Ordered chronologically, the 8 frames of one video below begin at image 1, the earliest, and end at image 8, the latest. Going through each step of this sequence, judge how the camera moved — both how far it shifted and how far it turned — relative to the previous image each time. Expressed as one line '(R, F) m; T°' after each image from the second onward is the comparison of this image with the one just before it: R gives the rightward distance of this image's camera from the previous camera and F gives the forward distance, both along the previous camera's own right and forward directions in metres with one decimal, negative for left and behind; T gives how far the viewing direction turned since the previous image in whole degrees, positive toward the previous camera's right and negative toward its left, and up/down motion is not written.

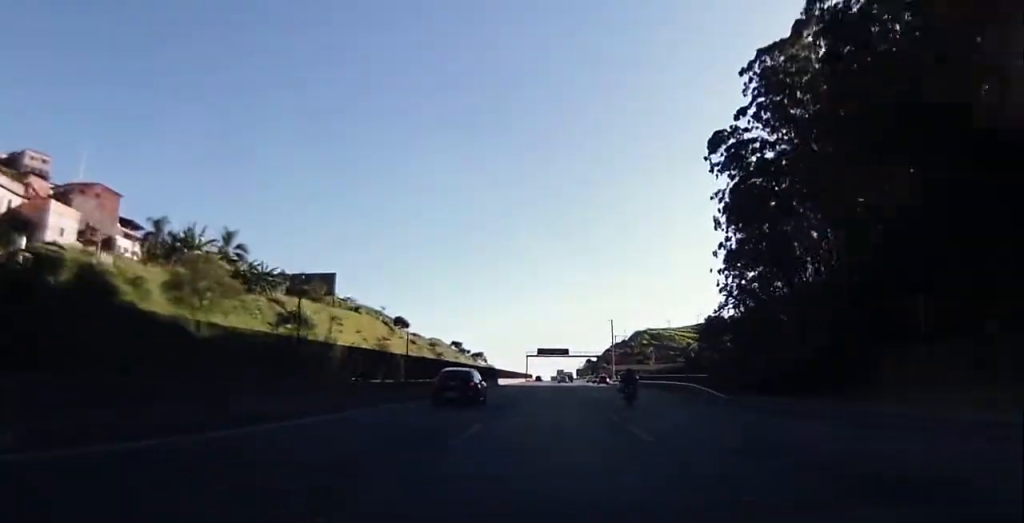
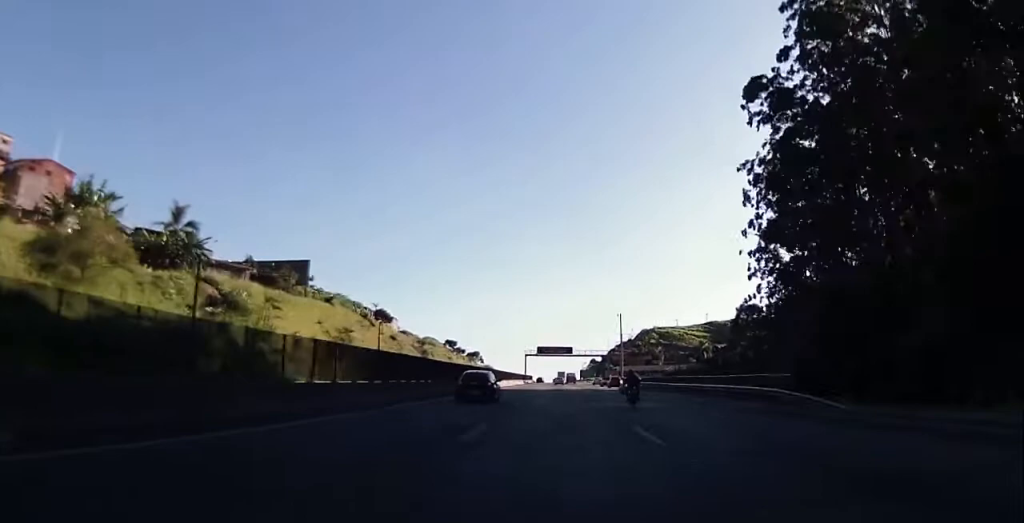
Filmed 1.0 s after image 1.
(0.0, +17.5) m; 0°
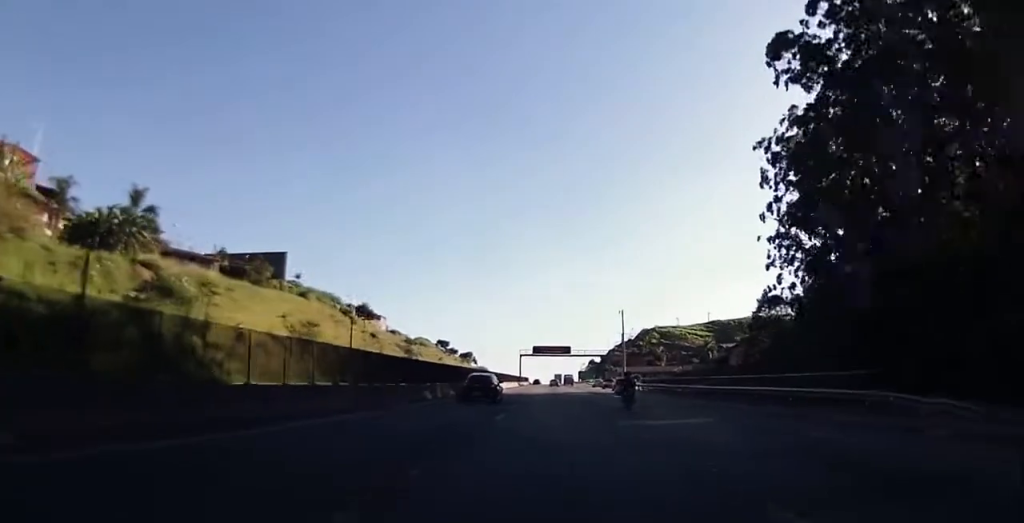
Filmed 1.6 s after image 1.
(0.0, +10.6) m; 0°
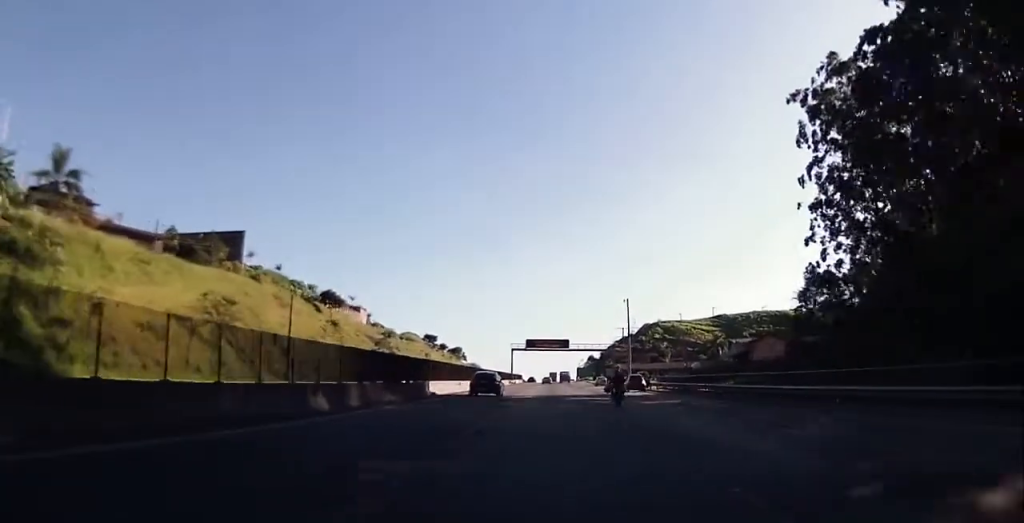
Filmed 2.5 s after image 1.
(-0.2, +16.5) m; 0°
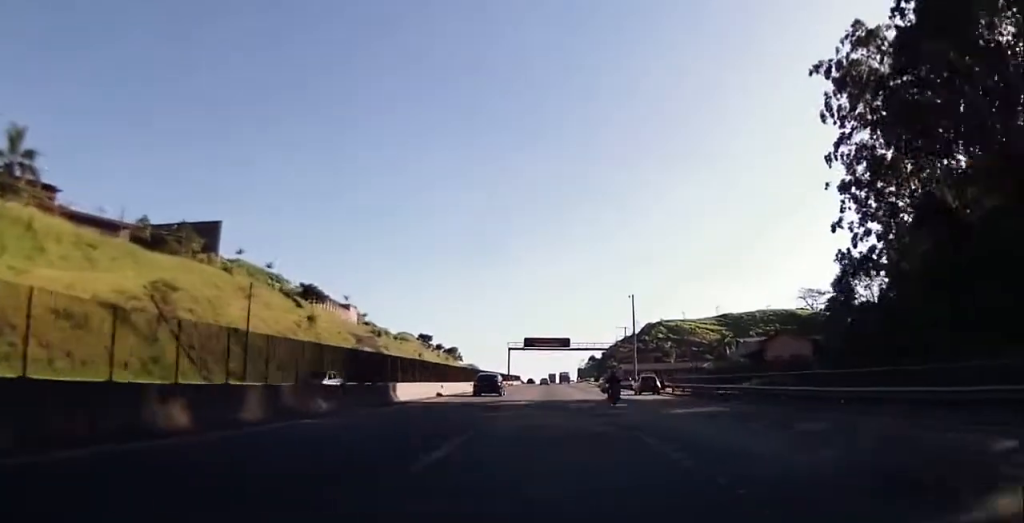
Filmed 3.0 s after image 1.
(-0.1, +8.2) m; 0°
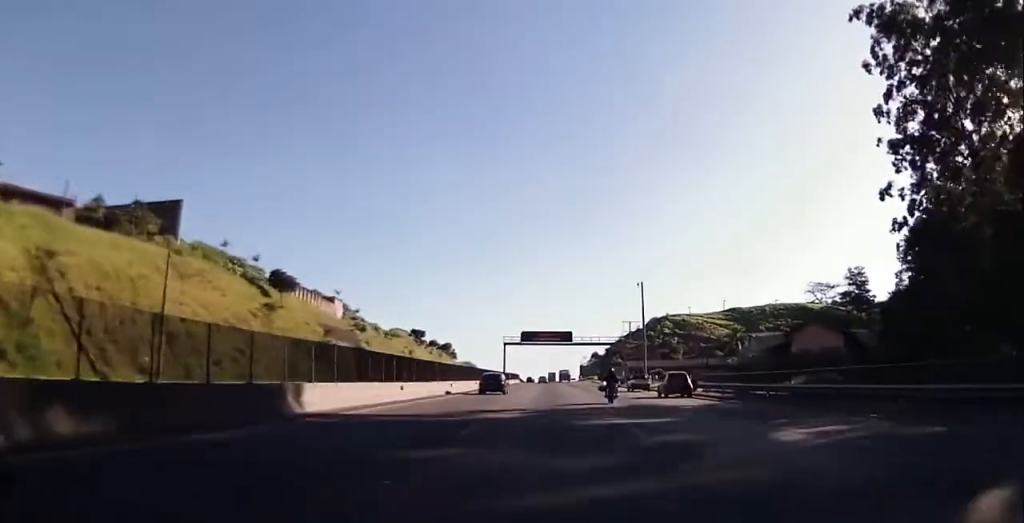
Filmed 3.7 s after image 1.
(+0.2, +11.7) m; +1°
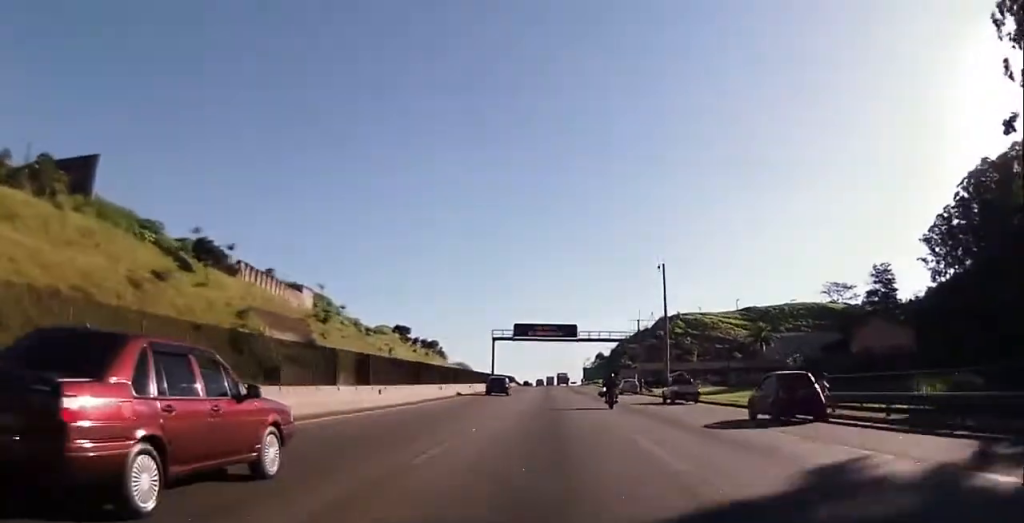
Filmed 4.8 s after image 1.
(+0.1, +19.9) m; 0°
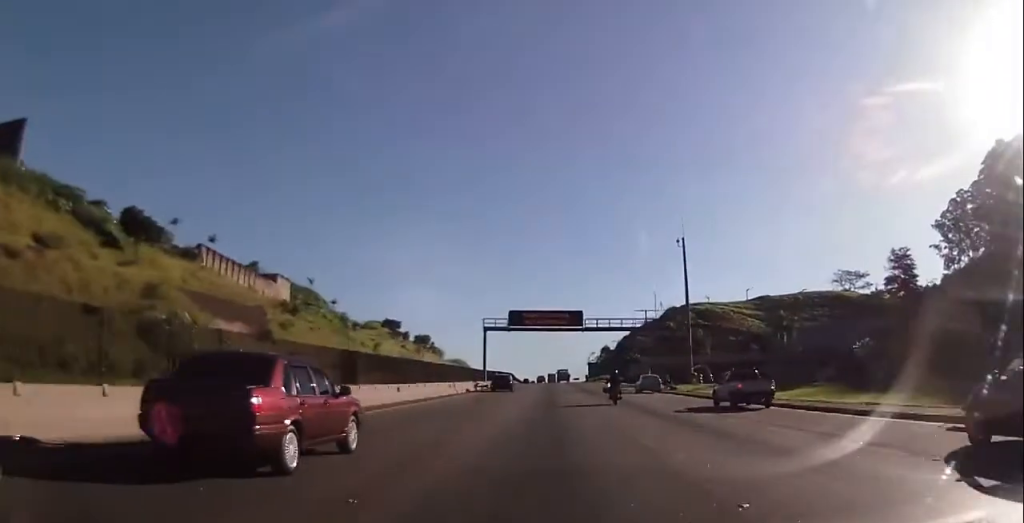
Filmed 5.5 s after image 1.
(0.0, +12.9) m; 0°
